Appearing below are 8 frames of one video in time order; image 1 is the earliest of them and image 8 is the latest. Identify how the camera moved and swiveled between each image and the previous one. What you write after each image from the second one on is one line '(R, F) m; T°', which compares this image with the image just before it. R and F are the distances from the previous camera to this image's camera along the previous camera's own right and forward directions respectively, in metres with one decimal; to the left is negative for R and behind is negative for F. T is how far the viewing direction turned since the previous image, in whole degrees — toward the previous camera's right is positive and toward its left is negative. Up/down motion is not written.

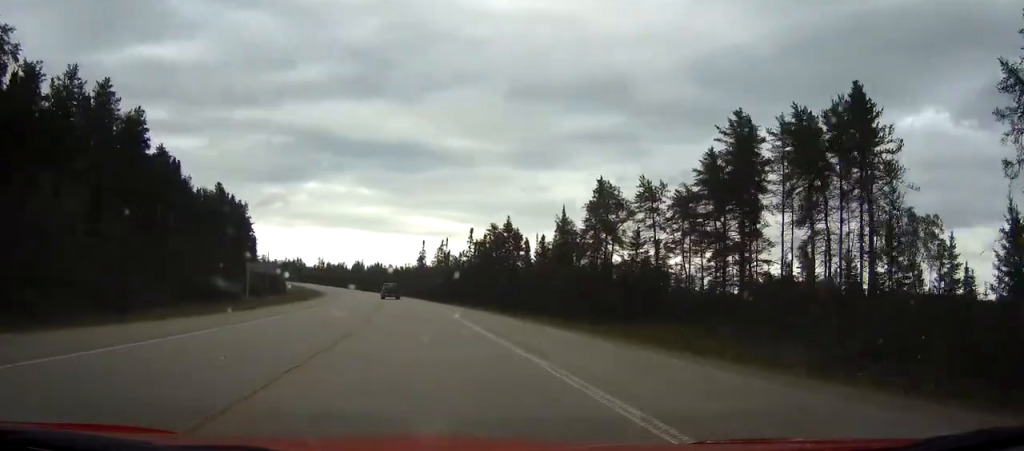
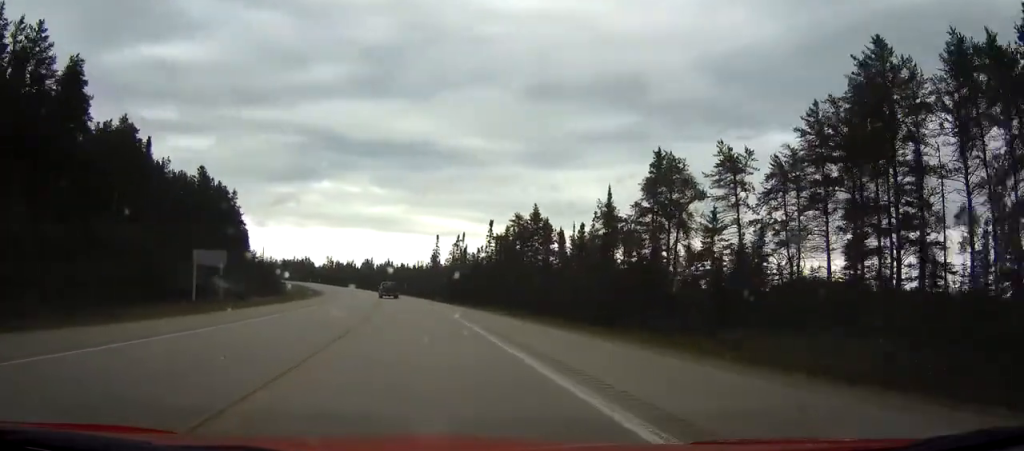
(-0.2, +16.6) m; -1°
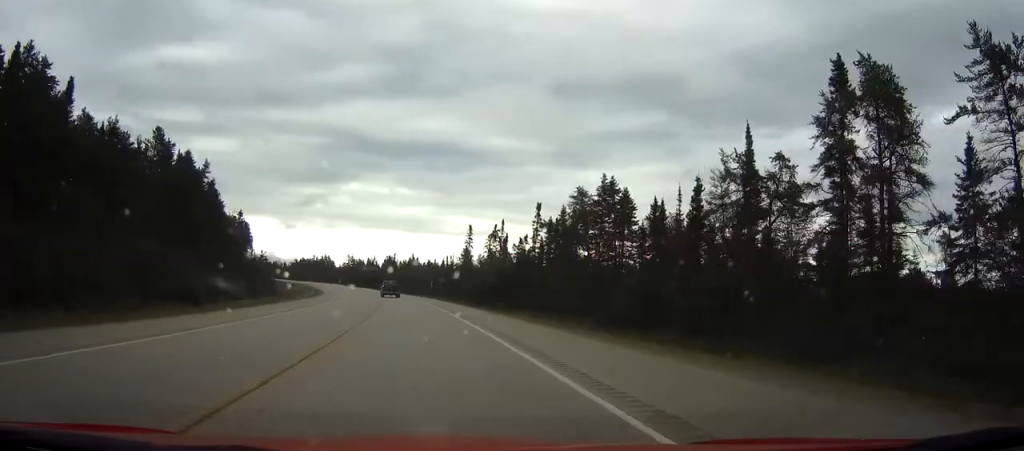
(-0.6, +28.0) m; -3°
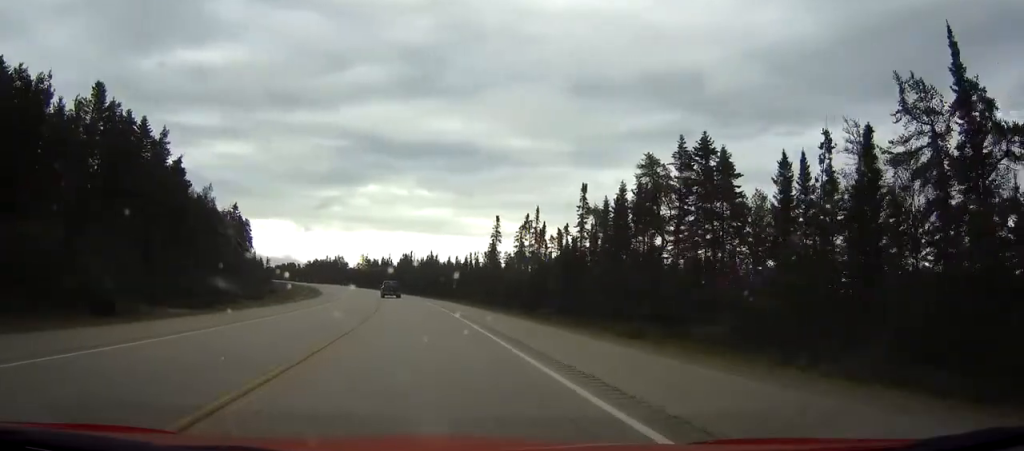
(+0.1, +20.6) m; -4°
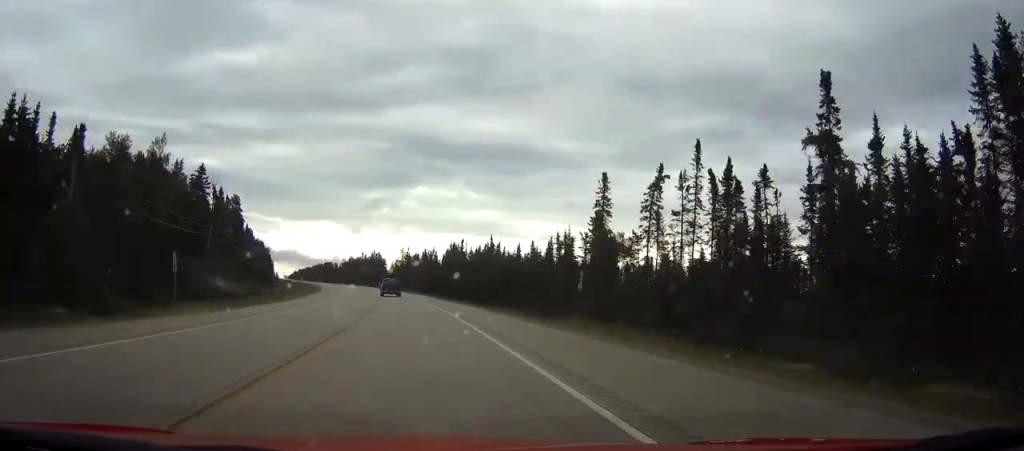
(-4.8, +50.9) m; -6°
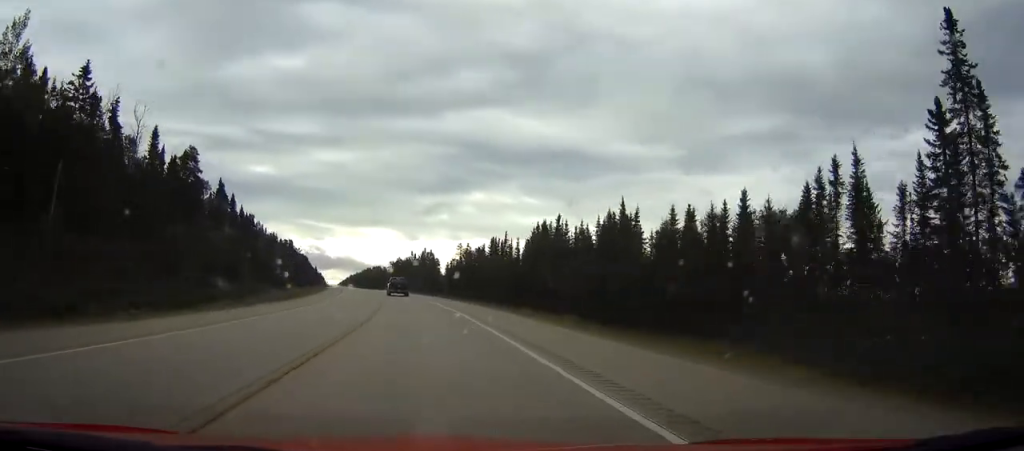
(0.0, +53.9) m; 0°
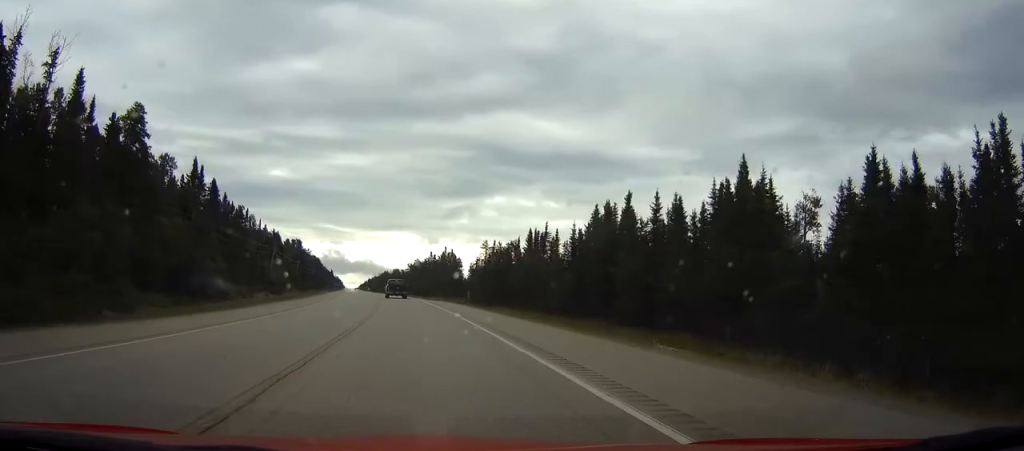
(0.0, +23.3) m; 0°
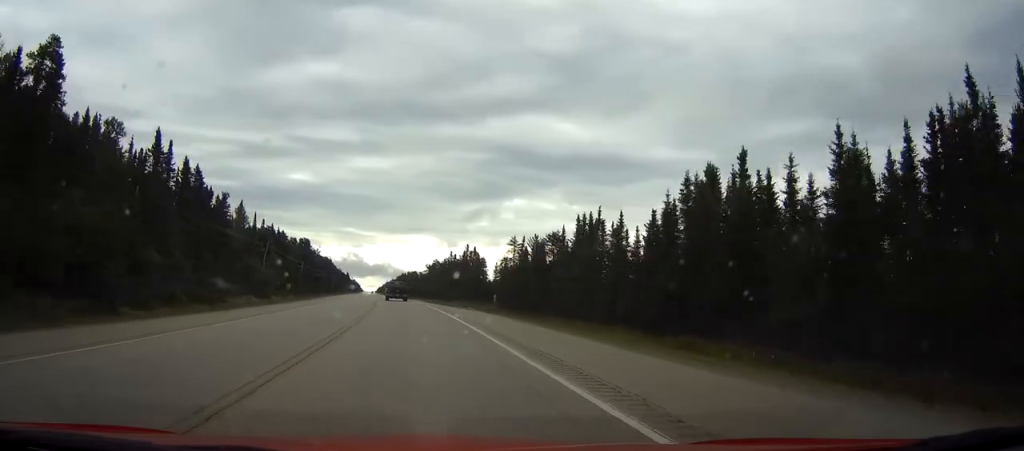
(0.0, +21.3) m; 0°
